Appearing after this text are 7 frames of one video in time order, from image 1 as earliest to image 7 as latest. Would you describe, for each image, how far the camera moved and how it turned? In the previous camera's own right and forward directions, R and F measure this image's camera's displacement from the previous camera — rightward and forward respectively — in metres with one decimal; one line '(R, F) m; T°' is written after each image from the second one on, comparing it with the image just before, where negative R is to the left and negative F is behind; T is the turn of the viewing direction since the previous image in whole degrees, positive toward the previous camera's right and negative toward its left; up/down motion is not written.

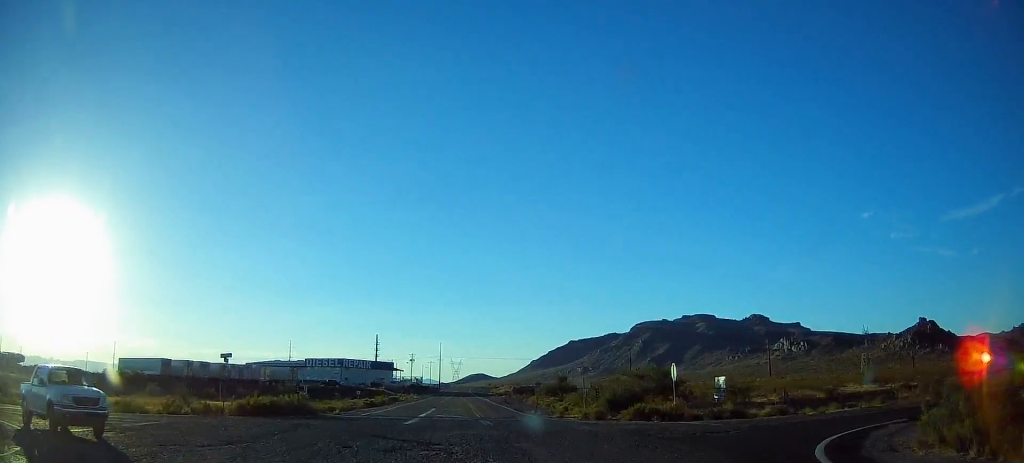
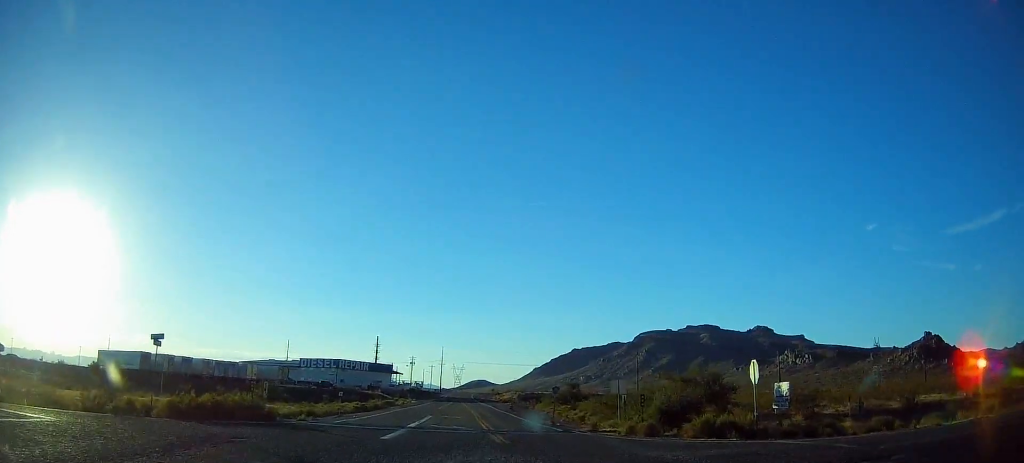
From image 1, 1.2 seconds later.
(+0.2, +9.8) m; -2°
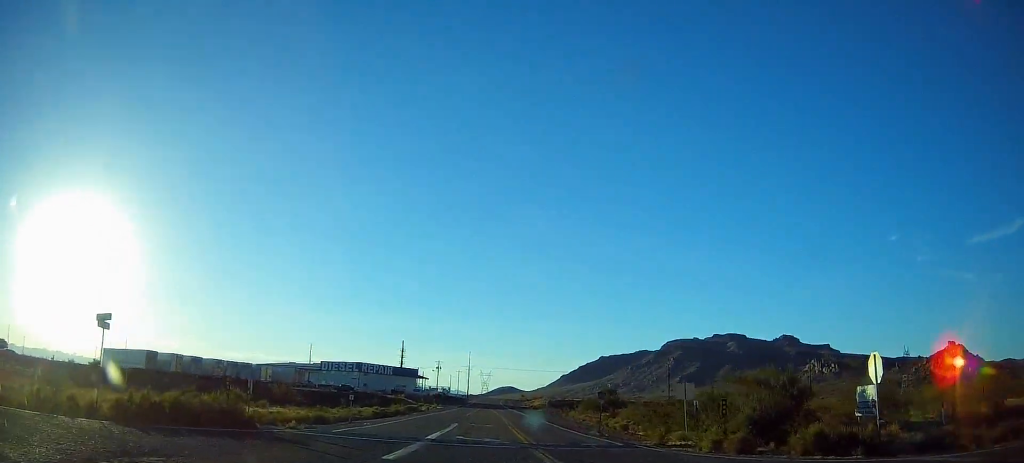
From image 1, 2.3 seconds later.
(-0.3, +7.2) m; -8°
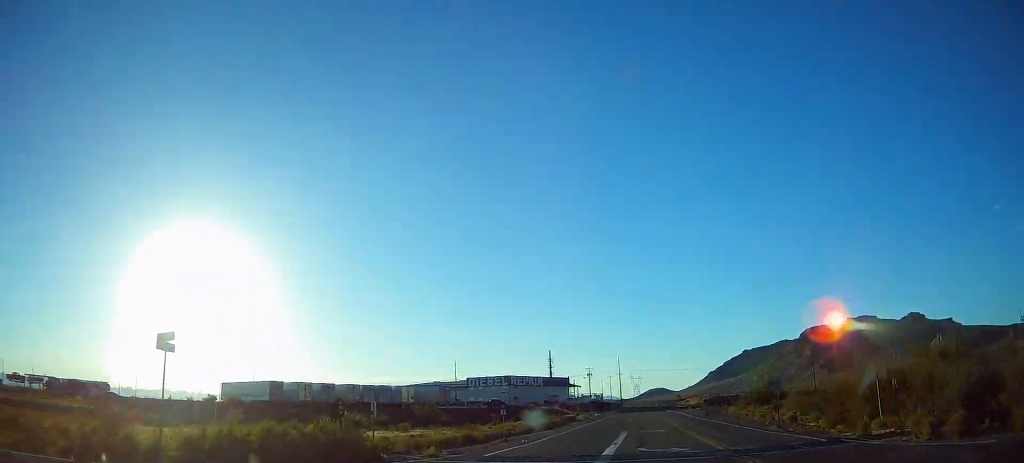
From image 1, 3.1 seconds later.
(-0.3, +4.9) m; -13°
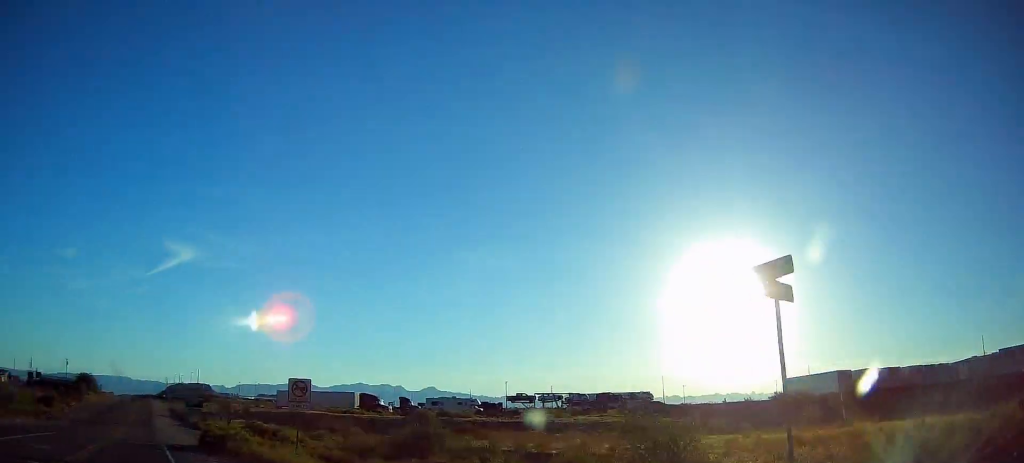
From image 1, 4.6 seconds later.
(-2.9, +8.8) m; -46°
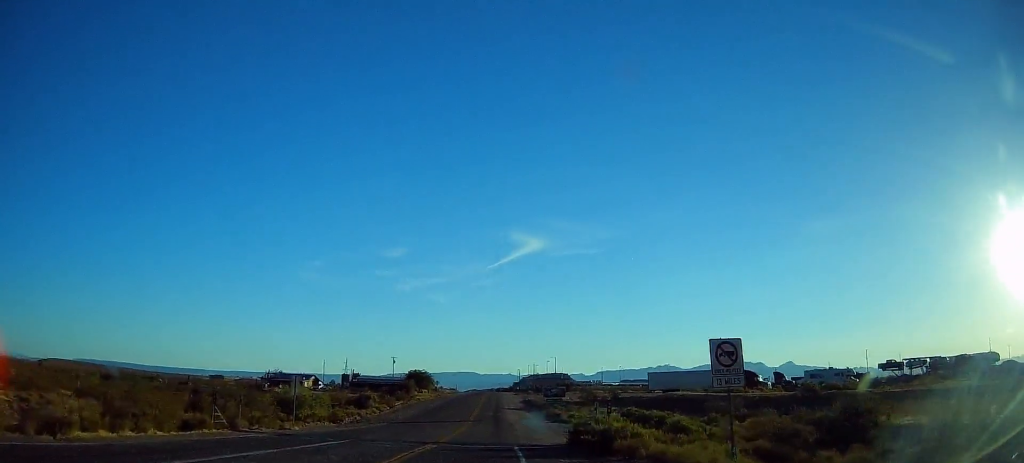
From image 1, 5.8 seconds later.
(-2.8, +8.3) m; -24°
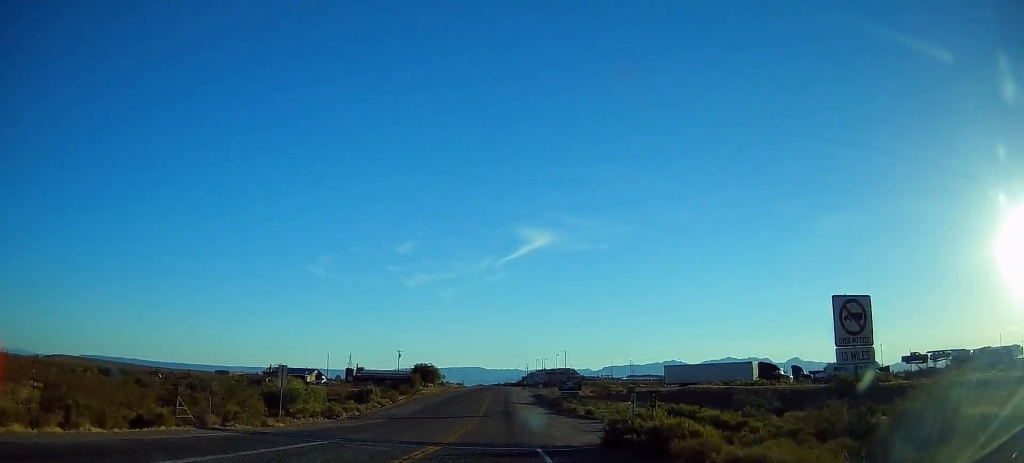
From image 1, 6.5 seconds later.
(-0.2, +5.8) m; -1°
